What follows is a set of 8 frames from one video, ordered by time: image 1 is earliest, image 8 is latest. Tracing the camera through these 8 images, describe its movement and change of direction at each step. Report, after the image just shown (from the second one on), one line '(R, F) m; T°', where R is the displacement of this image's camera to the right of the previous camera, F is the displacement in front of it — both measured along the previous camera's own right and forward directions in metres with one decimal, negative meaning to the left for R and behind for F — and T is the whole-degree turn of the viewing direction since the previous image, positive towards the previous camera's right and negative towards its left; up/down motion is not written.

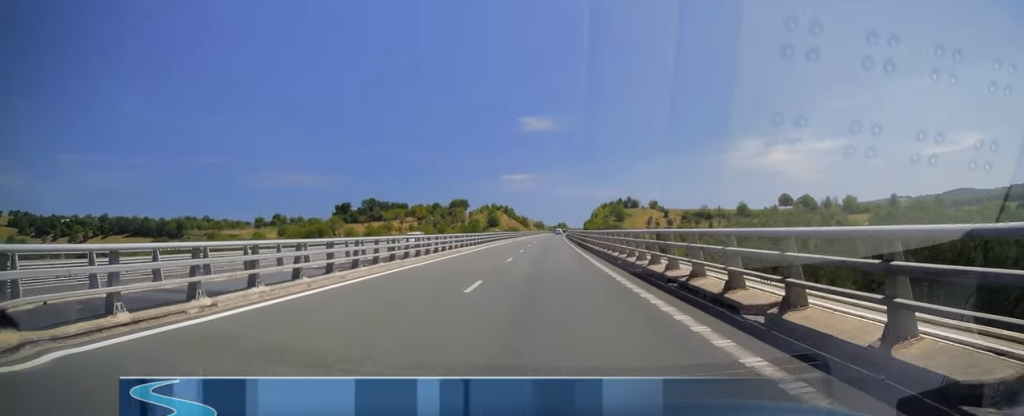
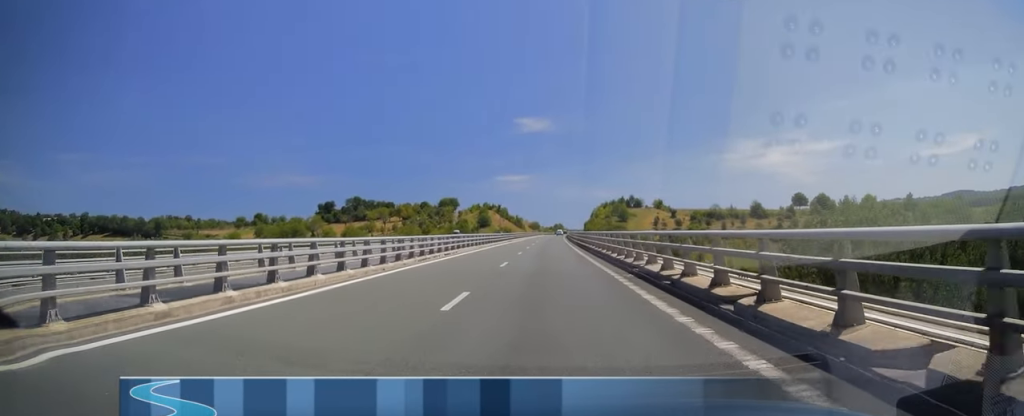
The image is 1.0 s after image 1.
(0.0, +28.9) m; 0°
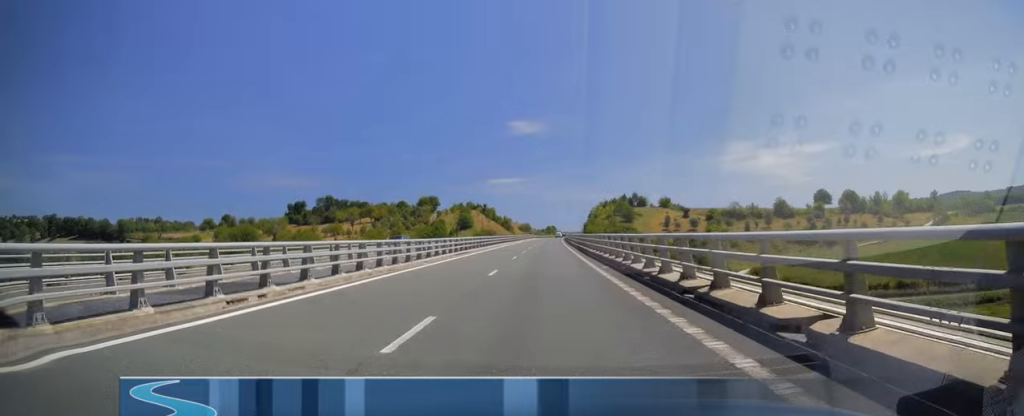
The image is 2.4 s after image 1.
(0.0, +42.6) m; +1°
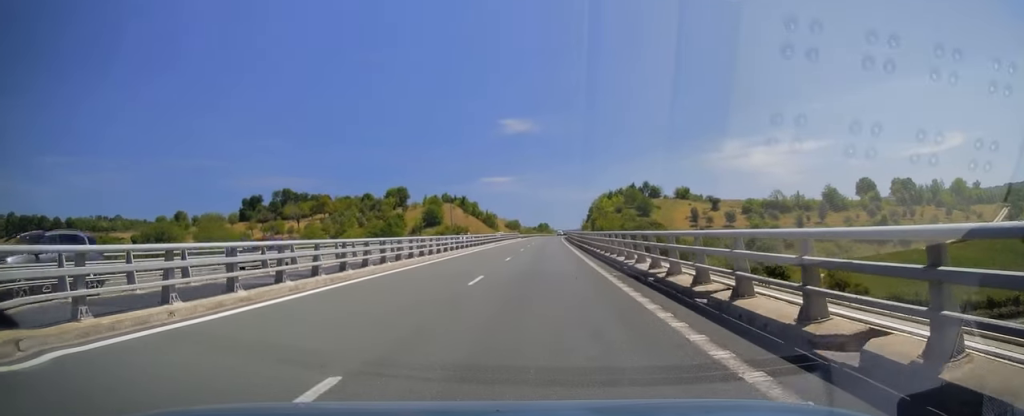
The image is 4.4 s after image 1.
(+0.3, +56.3) m; +1°
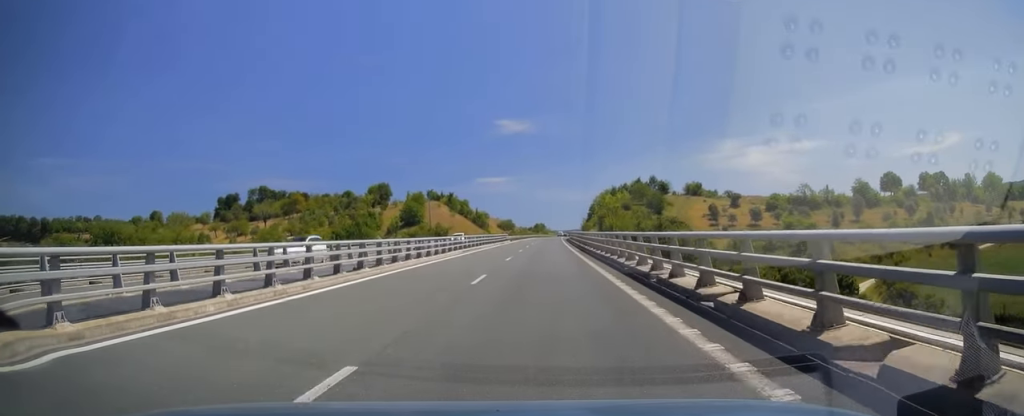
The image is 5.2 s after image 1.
(+0.6, +25.4) m; +1°
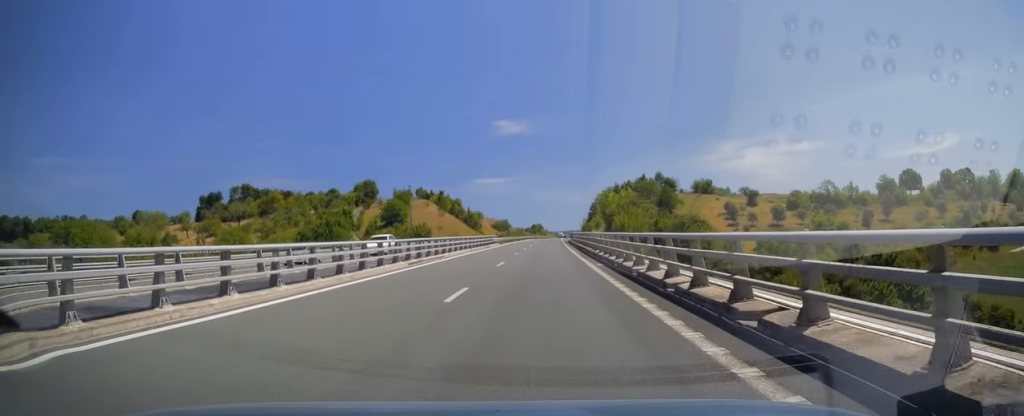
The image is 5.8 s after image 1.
(0.0, +17.2) m; 0°
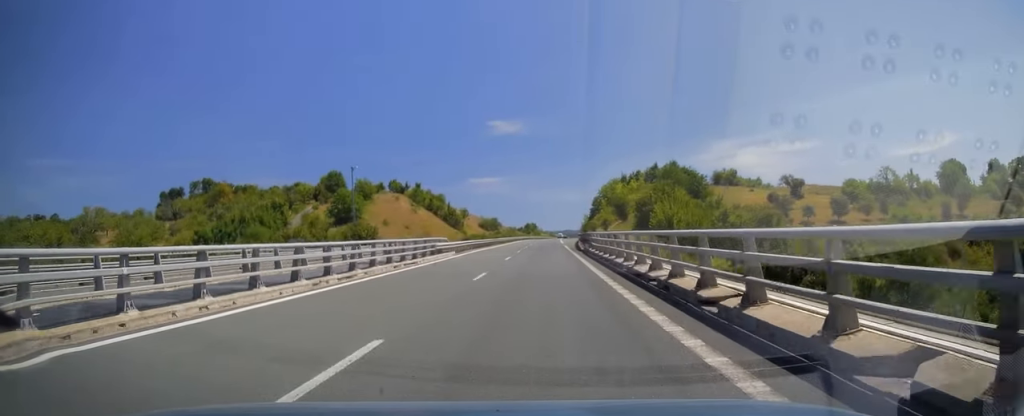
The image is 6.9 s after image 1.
(-0.3, +33.3) m; 0°
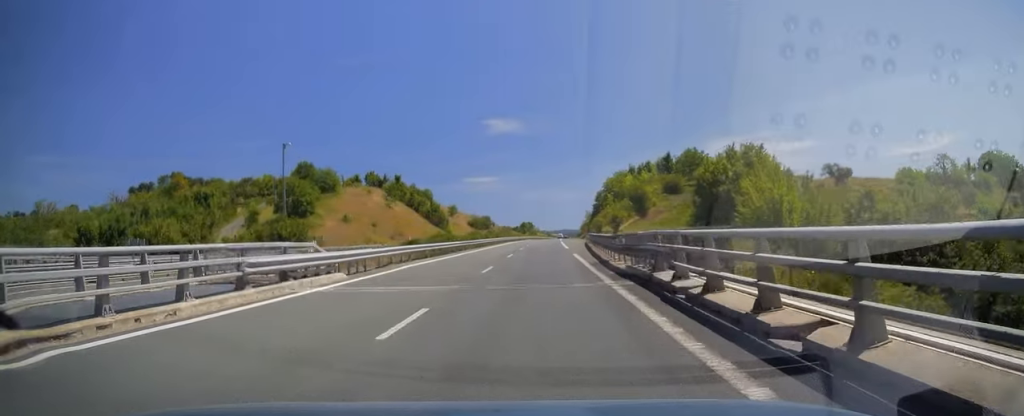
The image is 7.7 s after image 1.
(+0.1, +23.0) m; +1°
